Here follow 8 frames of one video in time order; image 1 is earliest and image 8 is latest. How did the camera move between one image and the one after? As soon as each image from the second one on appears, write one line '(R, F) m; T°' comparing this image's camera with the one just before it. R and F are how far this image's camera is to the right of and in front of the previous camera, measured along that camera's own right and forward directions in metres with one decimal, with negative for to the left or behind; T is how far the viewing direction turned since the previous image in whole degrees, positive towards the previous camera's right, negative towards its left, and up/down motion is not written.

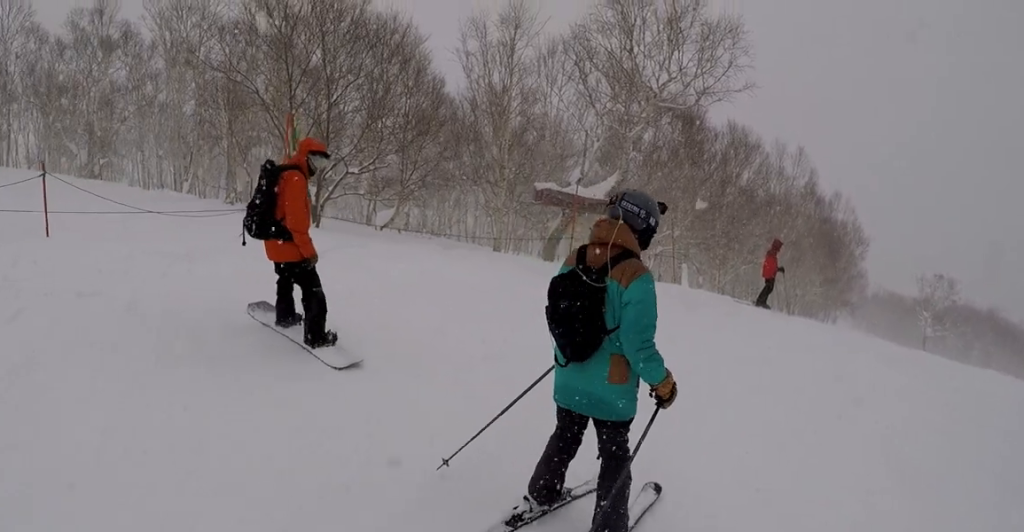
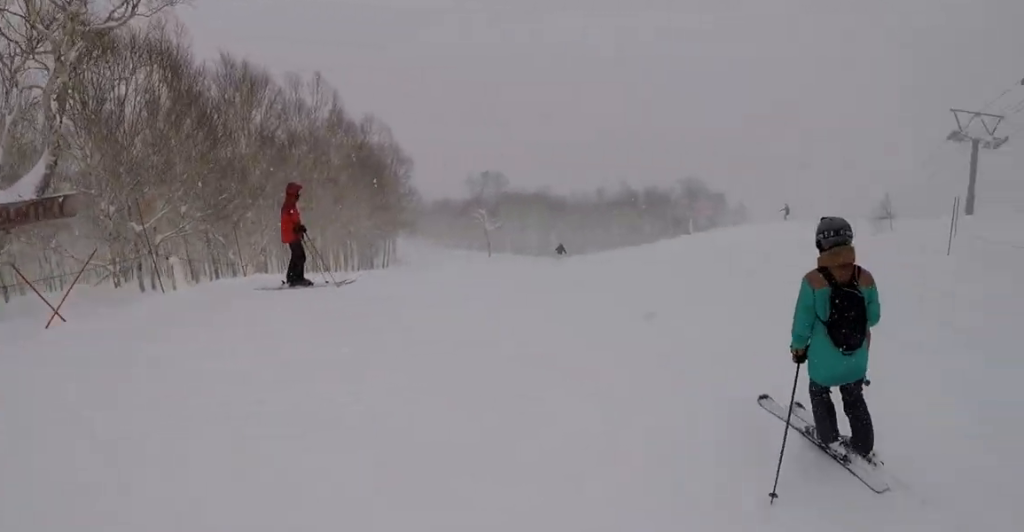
(+1.1, +7.4) m; +13°
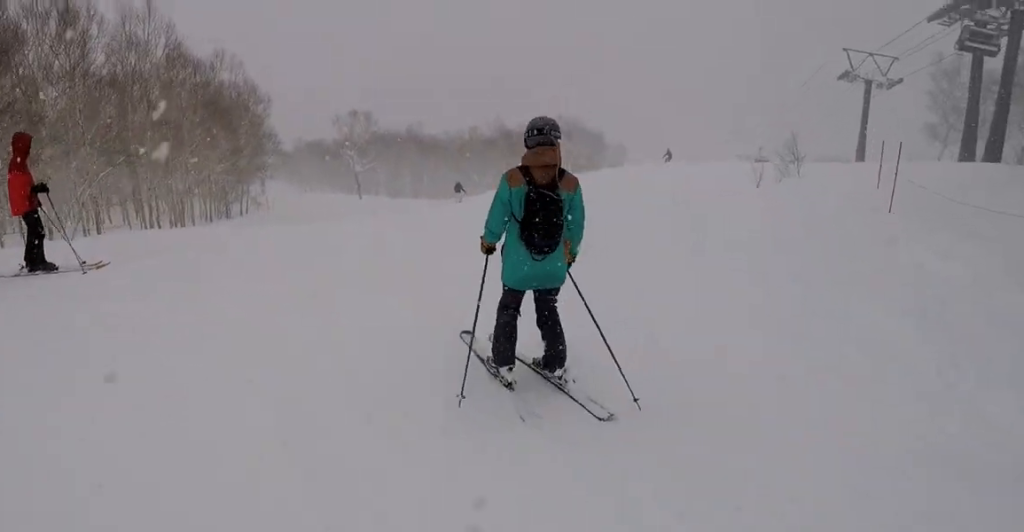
(+0.6, +3.8) m; +11°
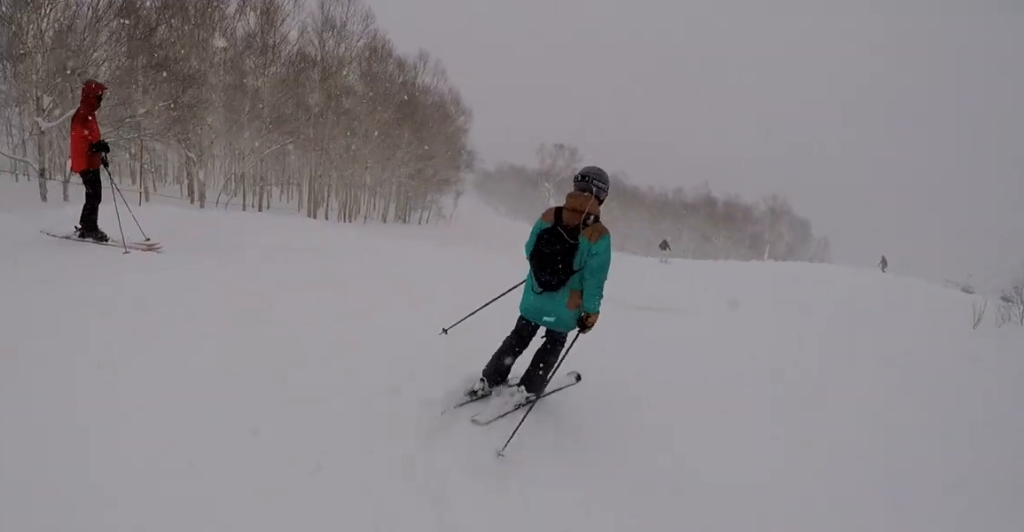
(+0.2, +2.3) m; +4°
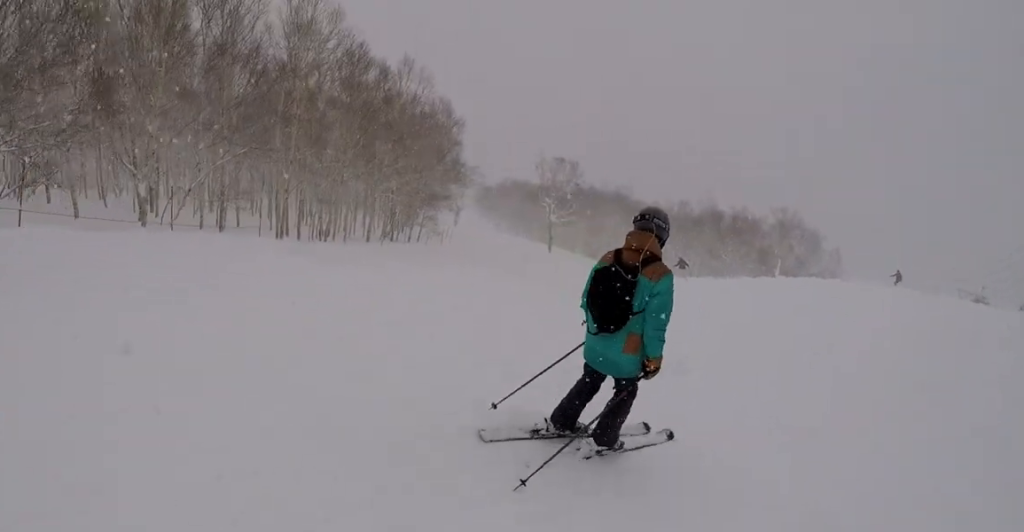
(0.0, +3.0) m; 0°
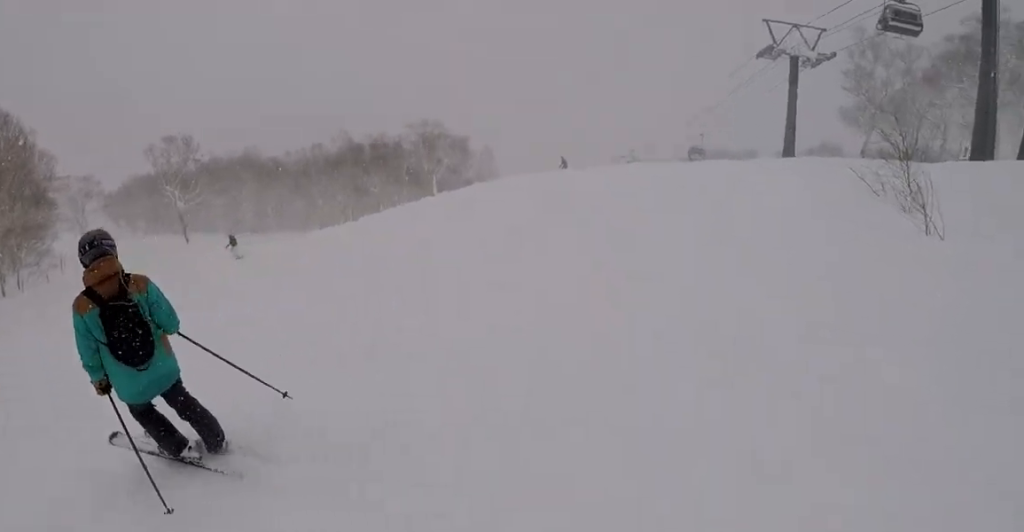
(0.0, +7.0) m; -2°
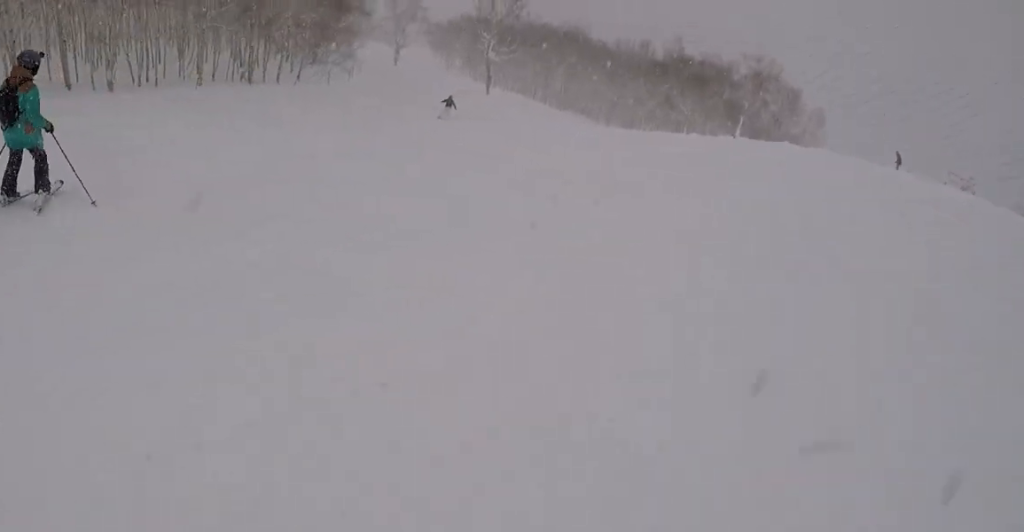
(0.0, +3.0) m; -10°
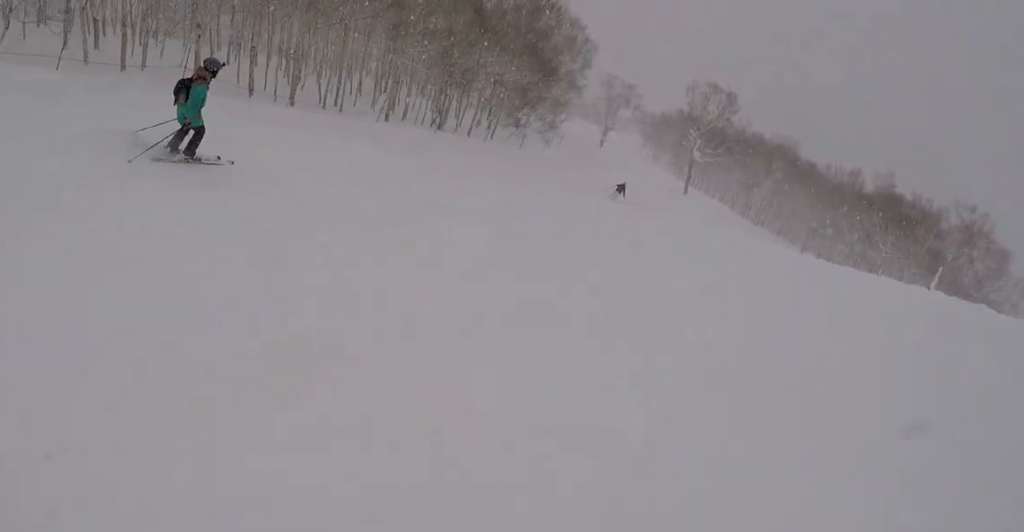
(+0.1, +1.7) m; -13°
